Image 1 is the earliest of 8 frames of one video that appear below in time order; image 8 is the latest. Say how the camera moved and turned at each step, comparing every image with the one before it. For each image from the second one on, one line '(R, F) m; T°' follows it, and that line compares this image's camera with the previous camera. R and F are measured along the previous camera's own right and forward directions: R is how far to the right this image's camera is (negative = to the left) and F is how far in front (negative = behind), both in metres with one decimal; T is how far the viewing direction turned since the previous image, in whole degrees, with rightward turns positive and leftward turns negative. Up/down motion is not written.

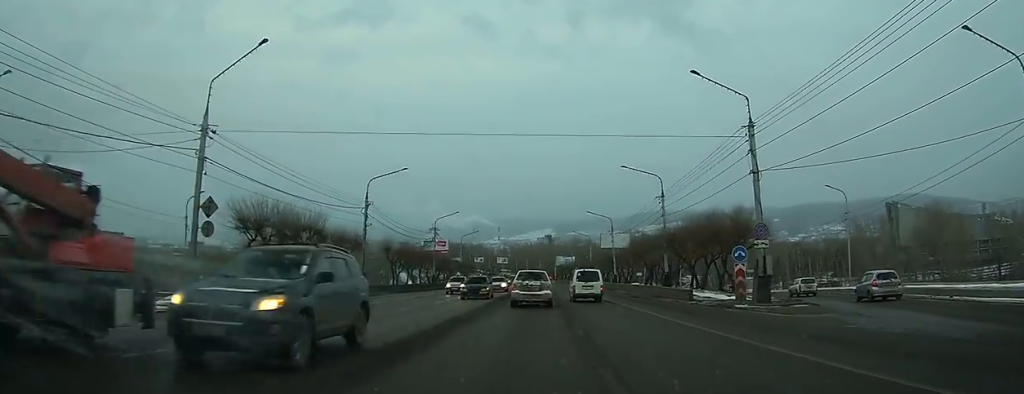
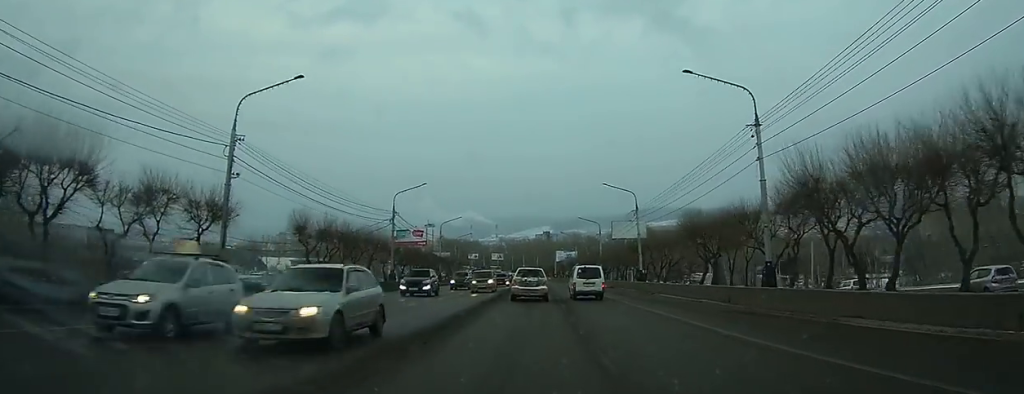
(+0.2, +22.5) m; 0°
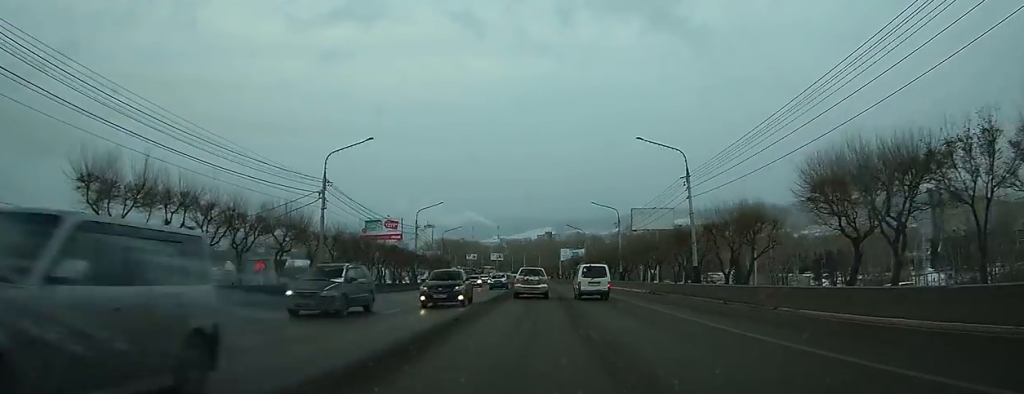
(-0.2, +20.1) m; -1°
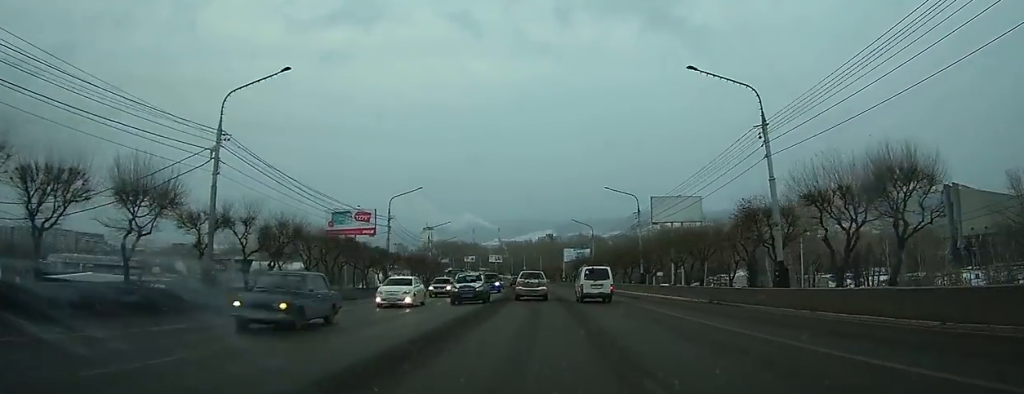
(0.0, +14.1) m; 0°
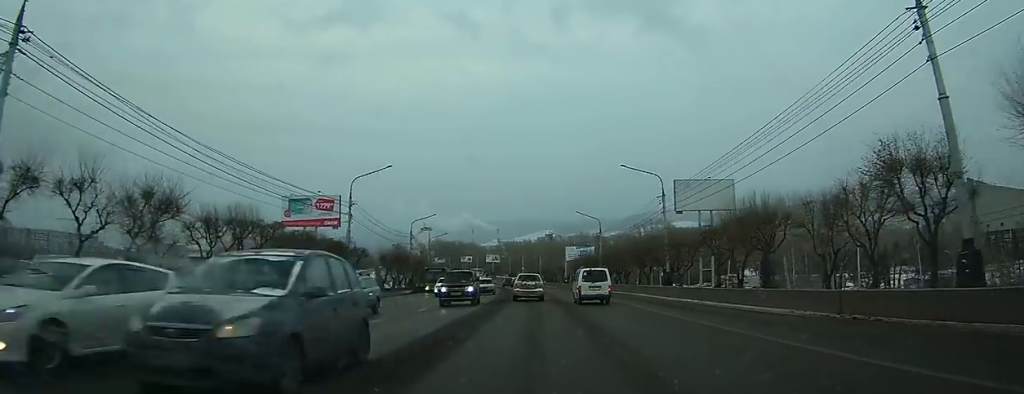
(+0.1, +12.5) m; 0°
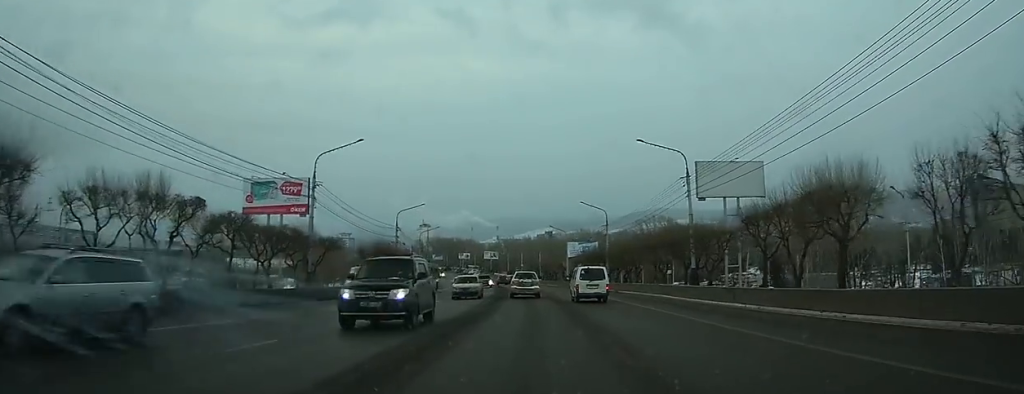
(0.0, +8.1) m; 0°
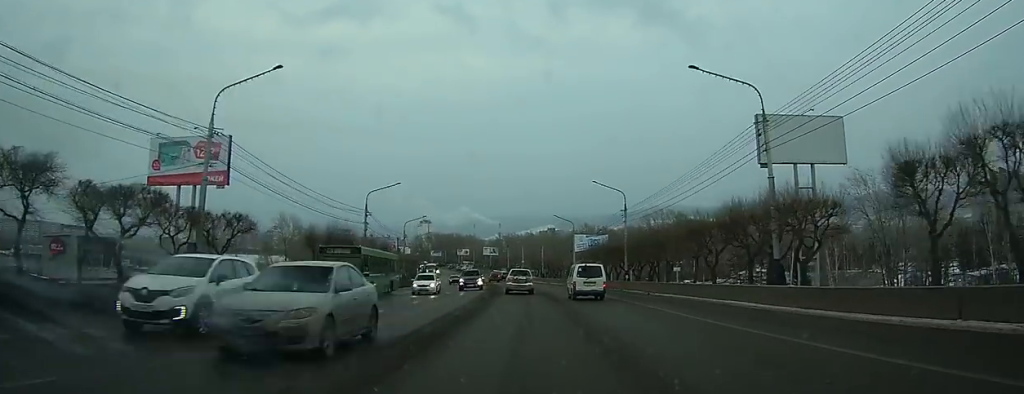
(0.0, +14.1) m; 0°
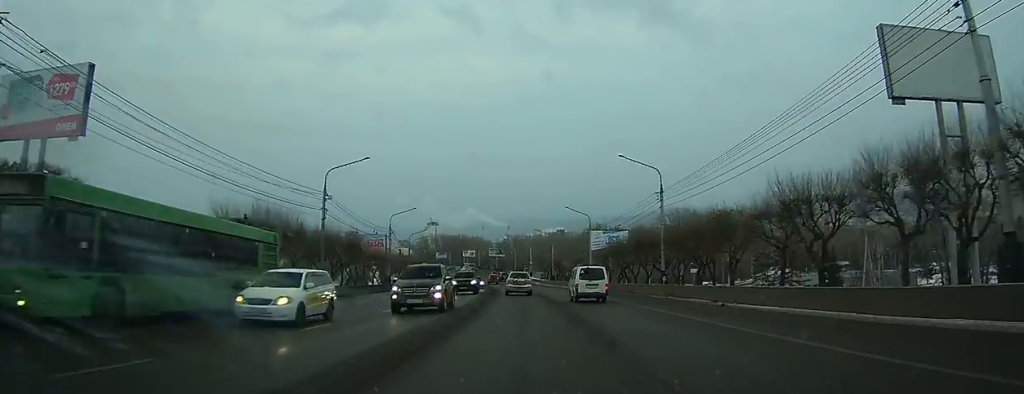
(0.0, +14.0) m; 0°
